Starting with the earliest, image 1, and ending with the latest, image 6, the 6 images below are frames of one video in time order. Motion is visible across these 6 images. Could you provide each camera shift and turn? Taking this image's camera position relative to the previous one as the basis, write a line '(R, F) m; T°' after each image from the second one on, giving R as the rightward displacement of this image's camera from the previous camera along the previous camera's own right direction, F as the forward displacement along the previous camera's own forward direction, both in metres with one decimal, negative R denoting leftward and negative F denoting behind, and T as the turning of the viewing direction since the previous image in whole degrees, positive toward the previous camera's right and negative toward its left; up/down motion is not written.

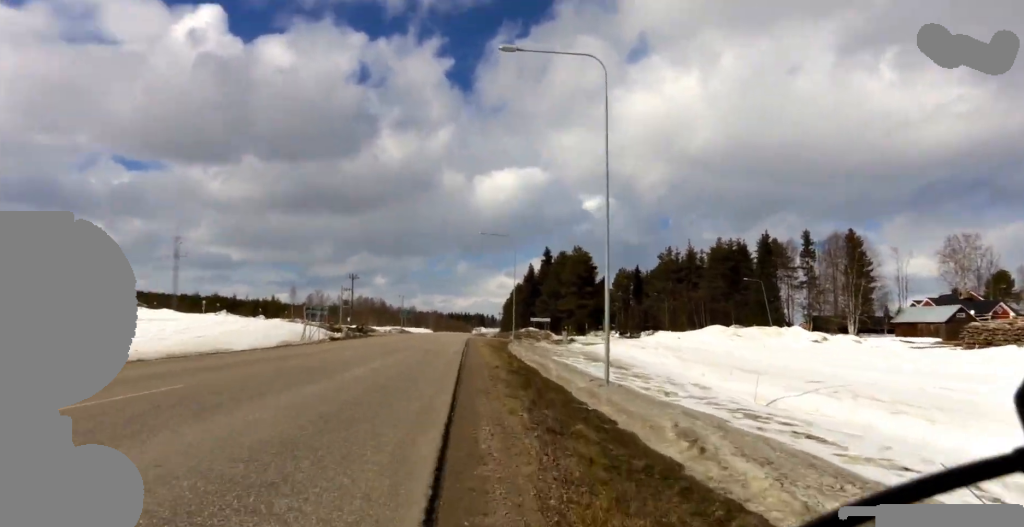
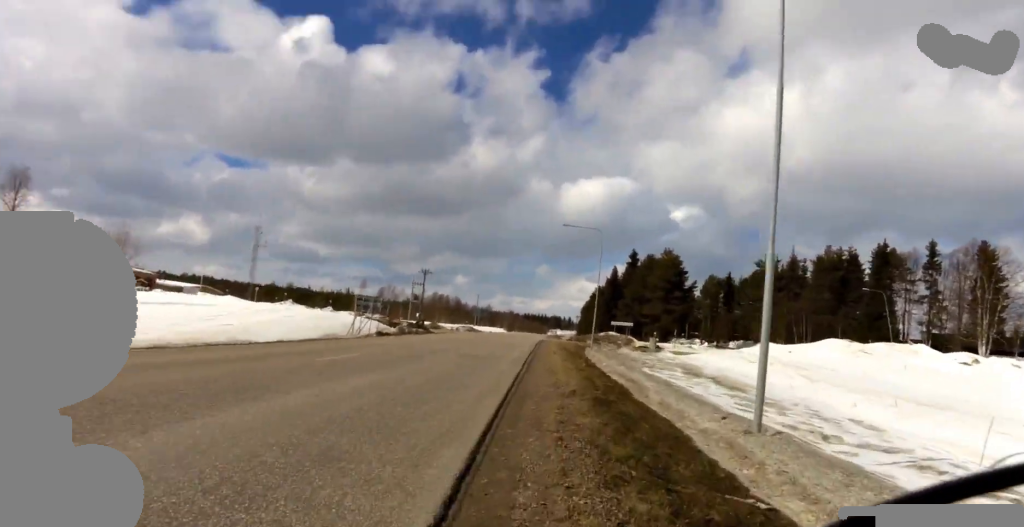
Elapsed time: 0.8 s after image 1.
(+0.4, +6.2) m; +2°
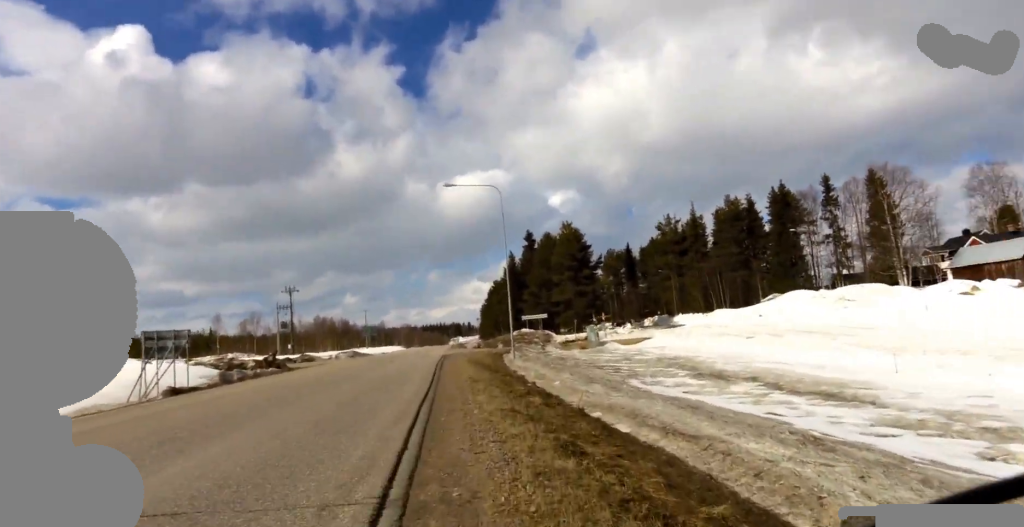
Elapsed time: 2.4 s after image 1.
(+0.3, +11.2) m; +2°
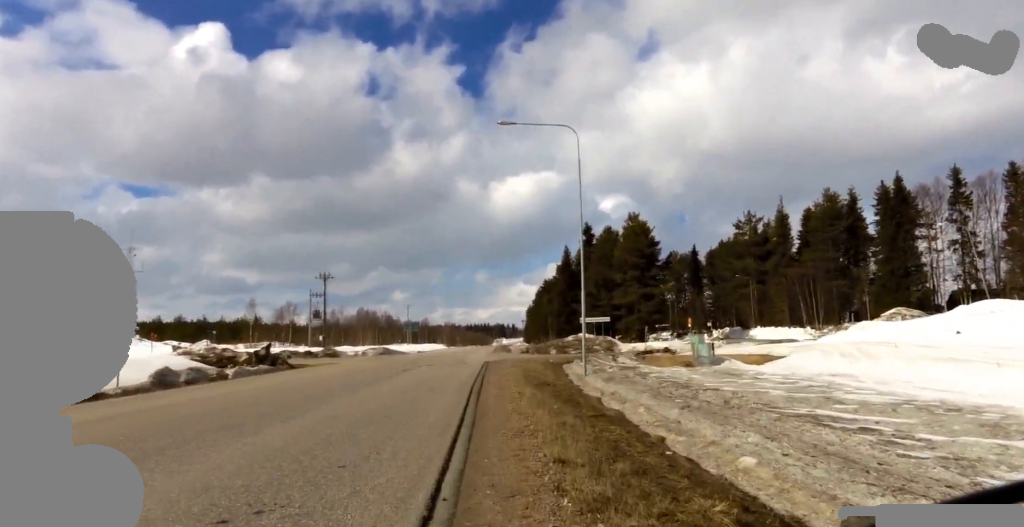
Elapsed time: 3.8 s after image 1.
(-0.6, +9.0) m; -7°
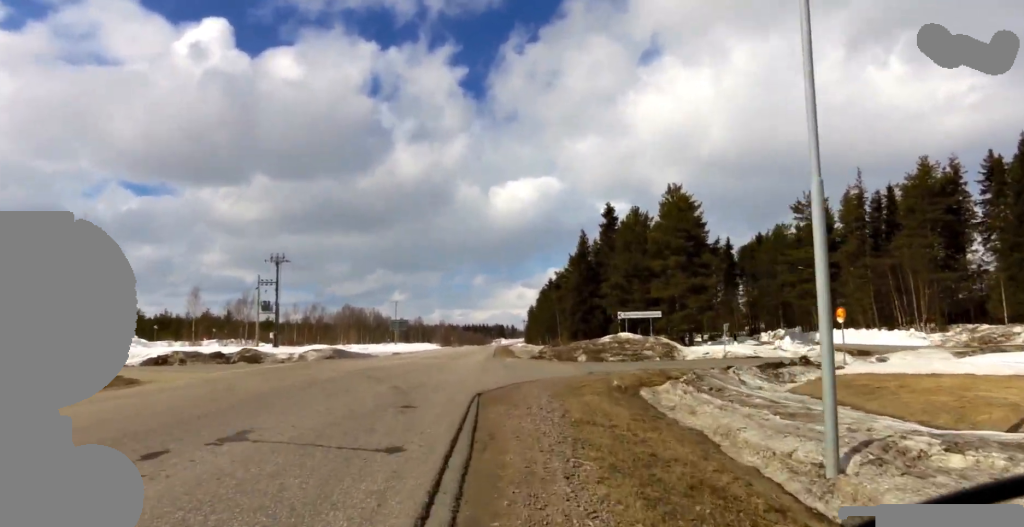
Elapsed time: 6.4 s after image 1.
(+2.0, +14.8) m; +21°
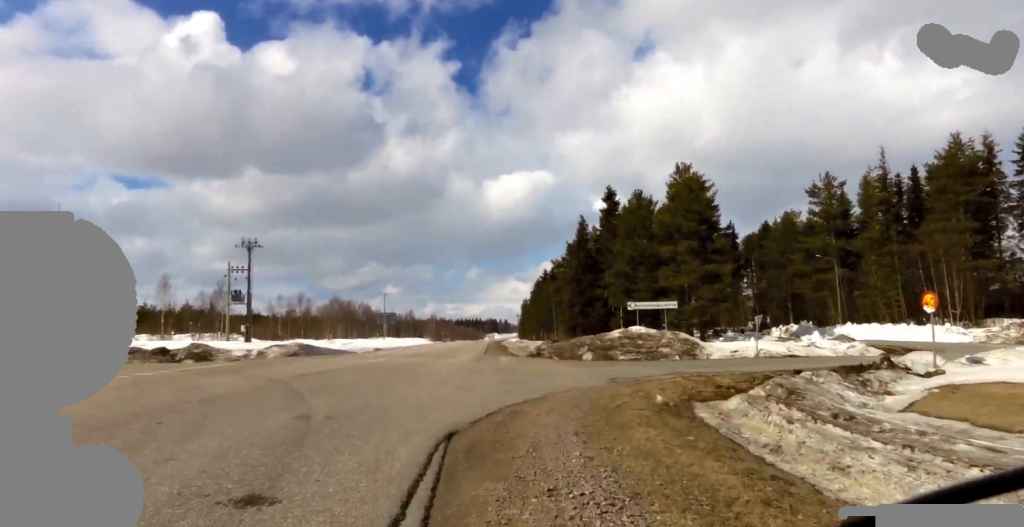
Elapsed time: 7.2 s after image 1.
(+0.1, +4.5) m; +5°
